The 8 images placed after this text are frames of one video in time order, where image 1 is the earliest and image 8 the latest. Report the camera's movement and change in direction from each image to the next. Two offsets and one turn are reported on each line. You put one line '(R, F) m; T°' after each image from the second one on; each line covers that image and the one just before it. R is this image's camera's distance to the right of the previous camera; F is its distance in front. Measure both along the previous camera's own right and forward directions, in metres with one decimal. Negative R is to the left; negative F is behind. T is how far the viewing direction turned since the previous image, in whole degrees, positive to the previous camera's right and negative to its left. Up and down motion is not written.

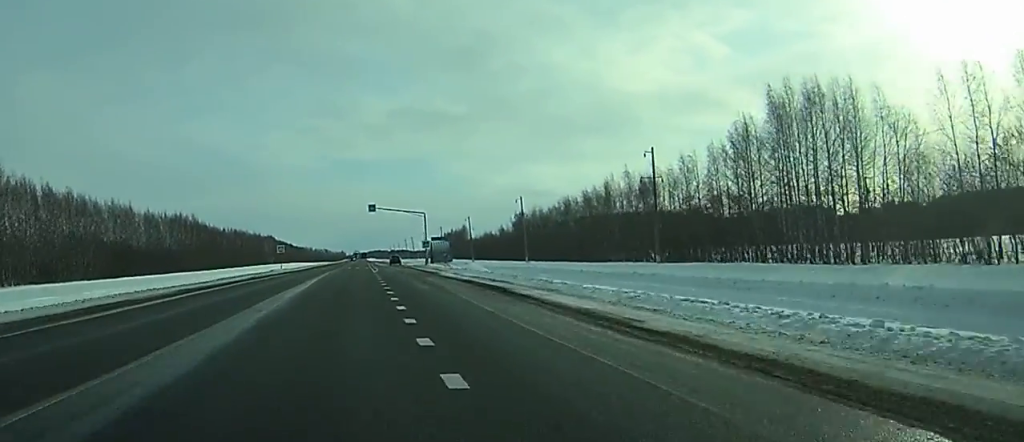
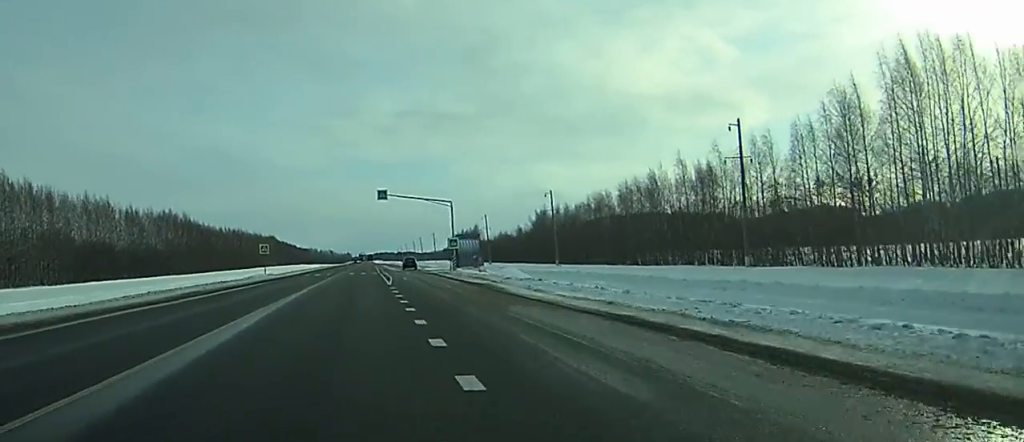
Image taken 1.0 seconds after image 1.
(-0.2, +23.7) m; -1°
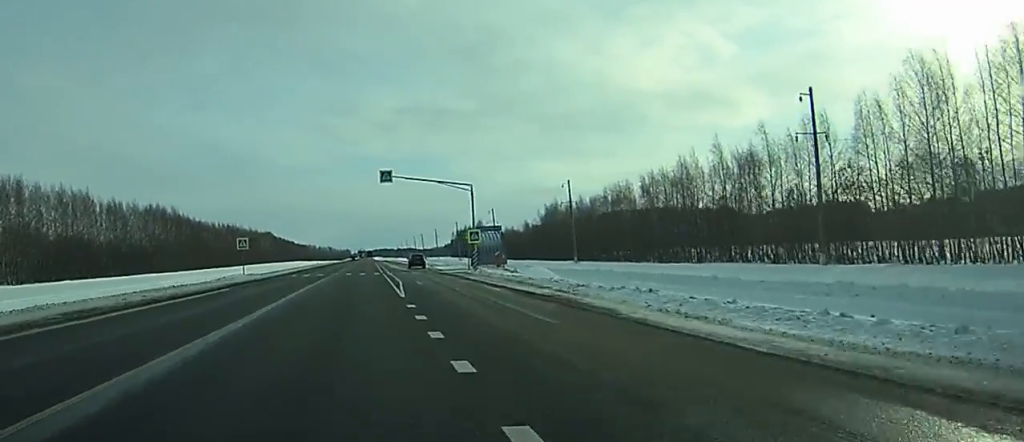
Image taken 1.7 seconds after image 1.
(-0.1, +14.6) m; 0°
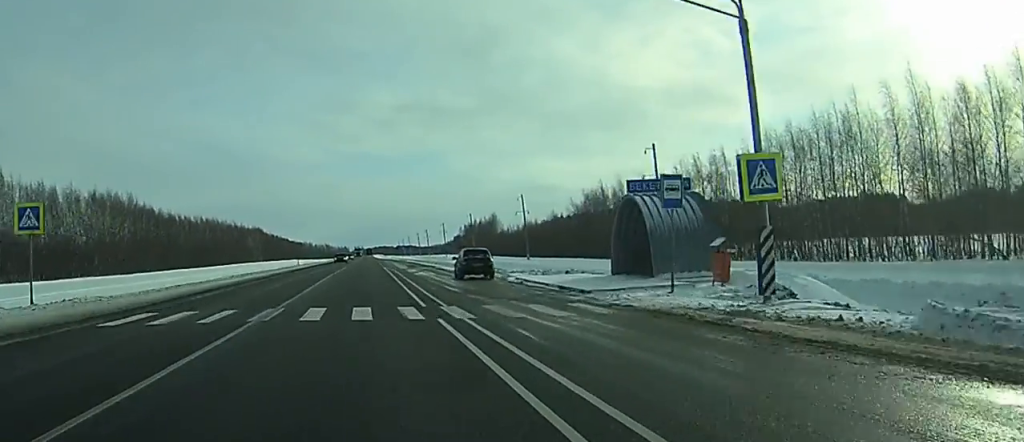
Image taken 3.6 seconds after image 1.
(-0.2, +44.5) m; 0°
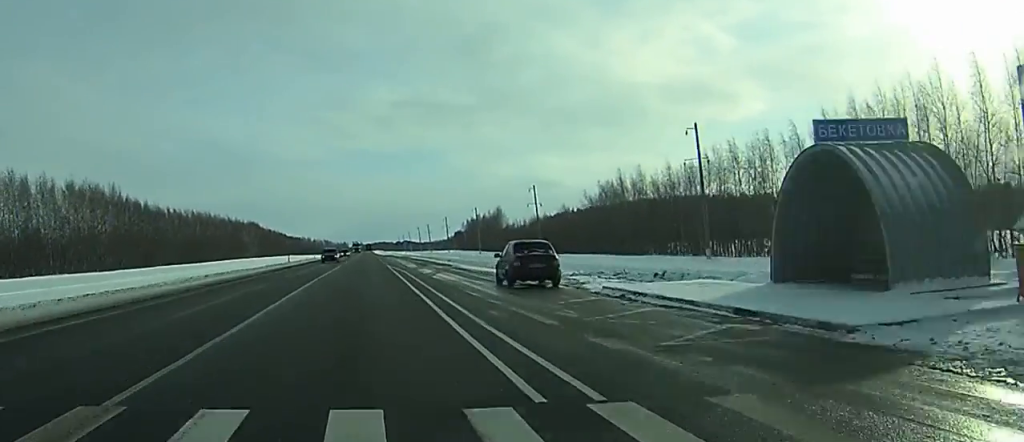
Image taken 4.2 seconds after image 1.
(0.0, +13.8) m; 0°
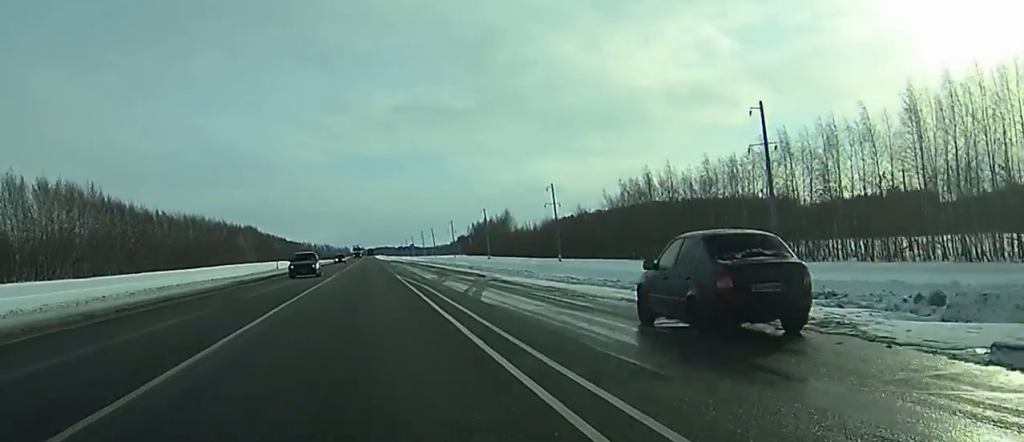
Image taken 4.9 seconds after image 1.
(-0.1, +15.4) m; 0°
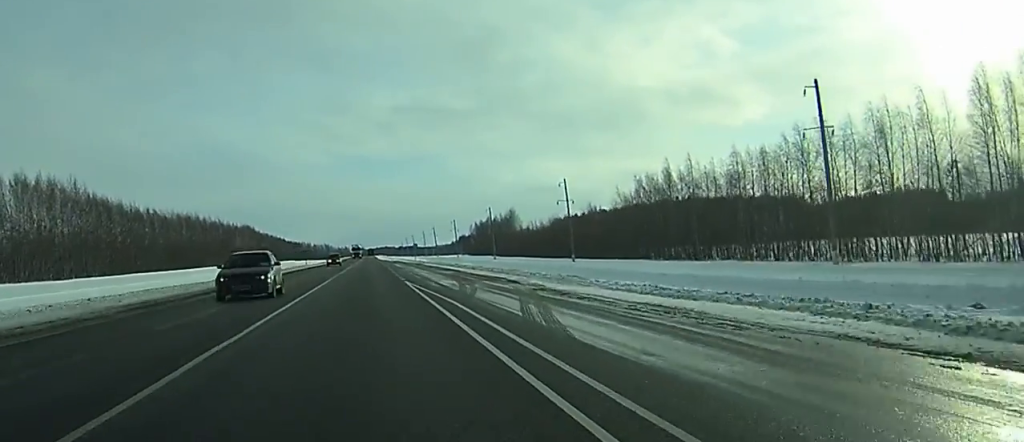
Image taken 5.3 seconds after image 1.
(0.0, +10.0) m; 0°
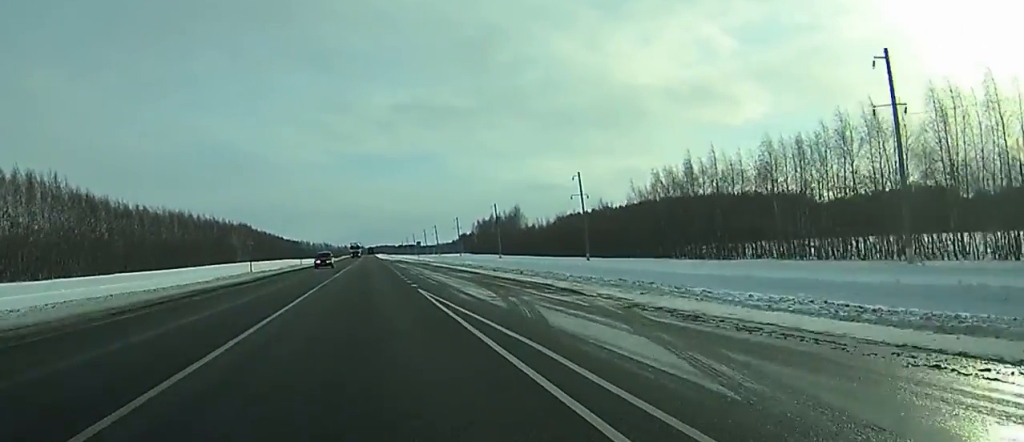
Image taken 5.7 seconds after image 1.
(0.0, +10.0) m; 0°
